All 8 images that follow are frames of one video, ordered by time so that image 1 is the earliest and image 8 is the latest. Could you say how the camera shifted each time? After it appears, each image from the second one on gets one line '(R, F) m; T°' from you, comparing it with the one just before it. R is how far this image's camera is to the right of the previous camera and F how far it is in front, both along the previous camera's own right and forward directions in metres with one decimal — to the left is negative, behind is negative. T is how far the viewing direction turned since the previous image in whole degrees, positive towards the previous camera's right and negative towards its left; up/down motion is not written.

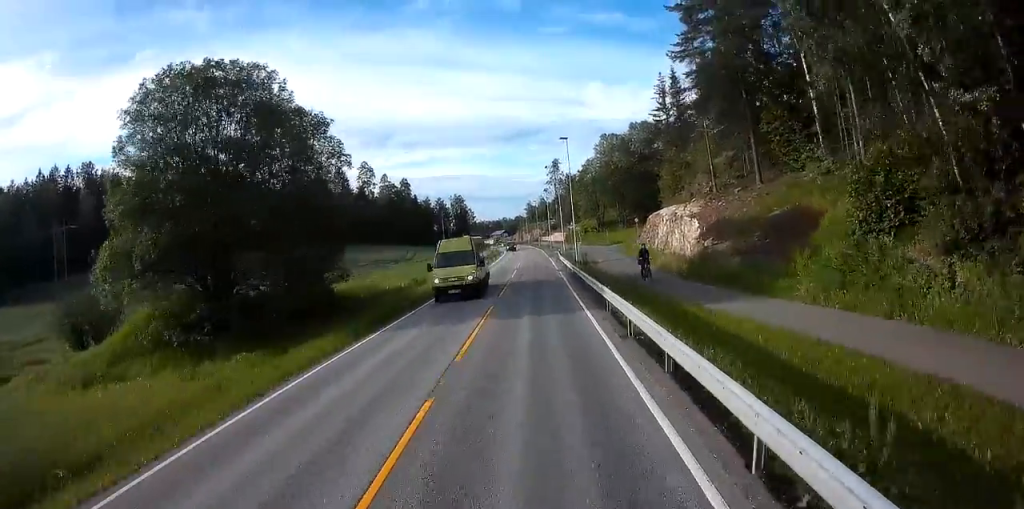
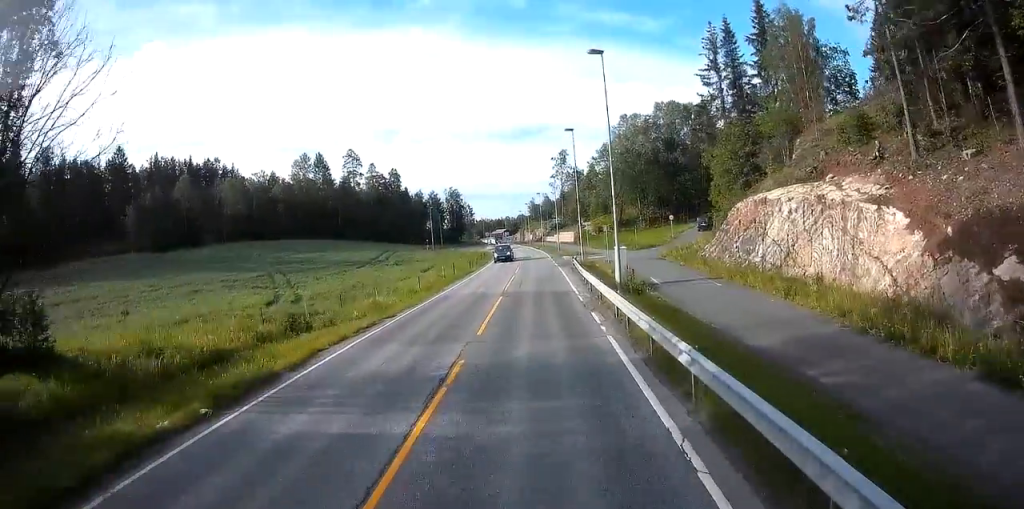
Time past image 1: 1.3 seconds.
(0.0, +21.4) m; -1°
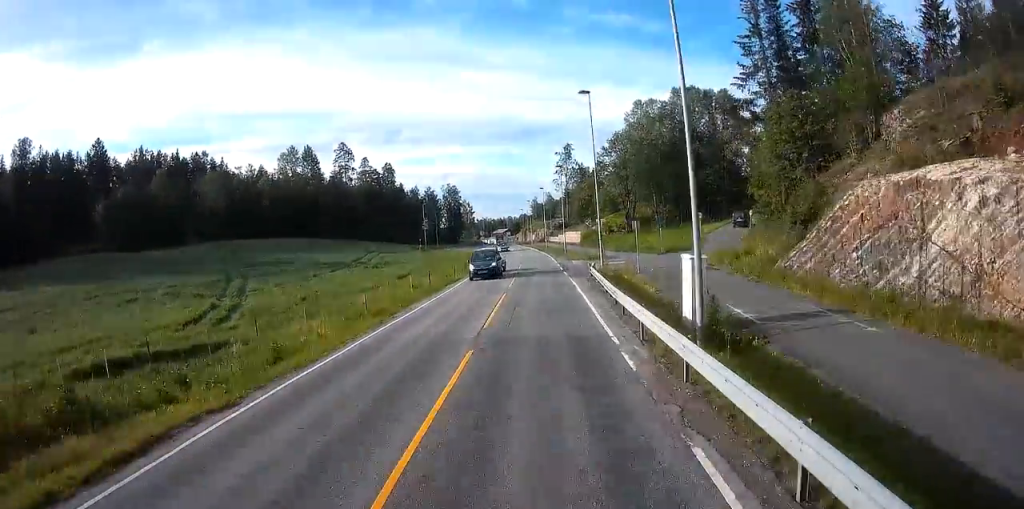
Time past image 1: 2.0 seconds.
(-0.1, +11.2) m; 0°
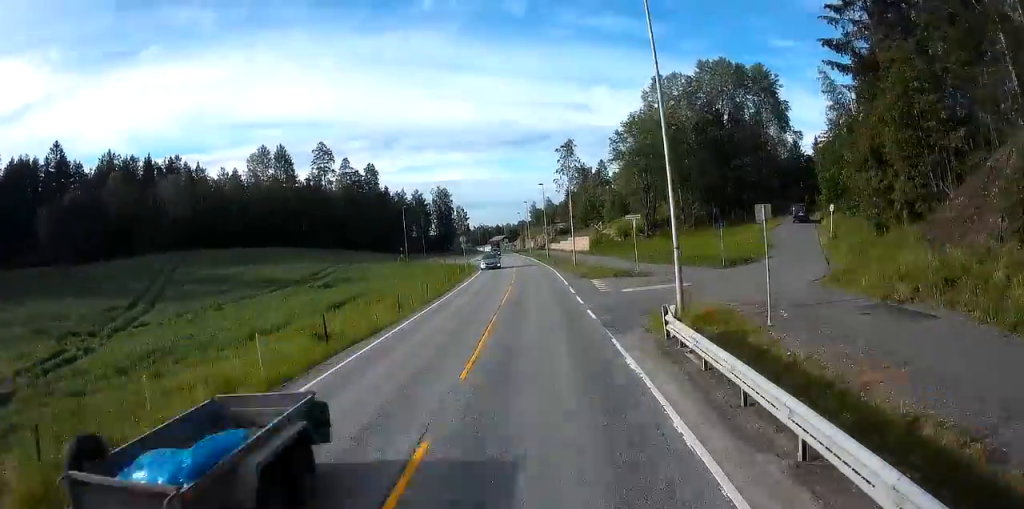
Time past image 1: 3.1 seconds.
(+0.1, +17.0) m; 0°
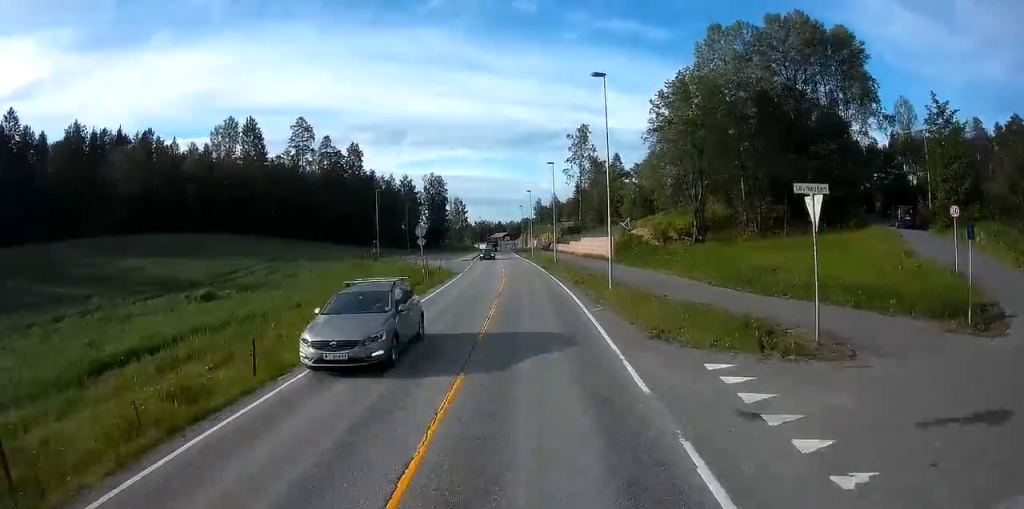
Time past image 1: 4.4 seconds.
(0.0, +20.7) m; 0°
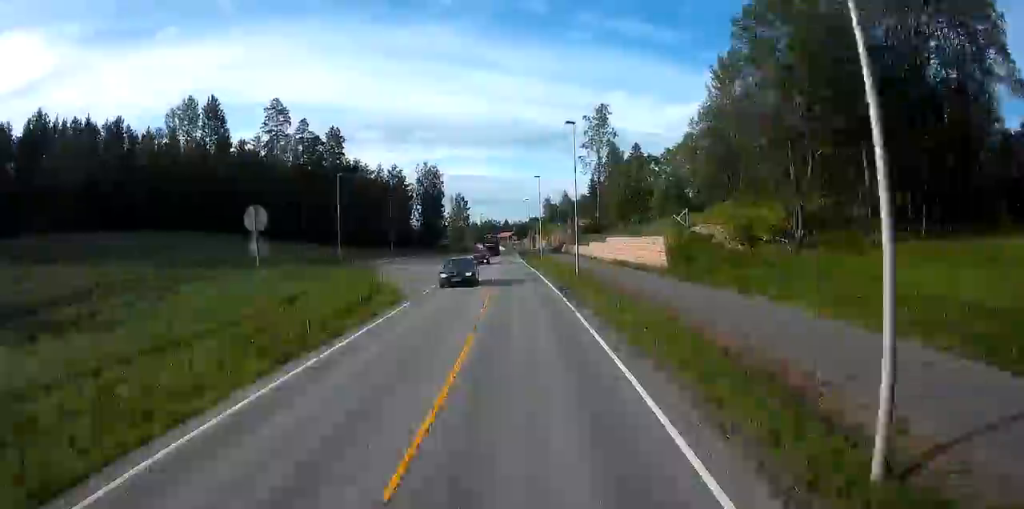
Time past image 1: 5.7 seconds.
(-0.3, +20.1) m; -2°
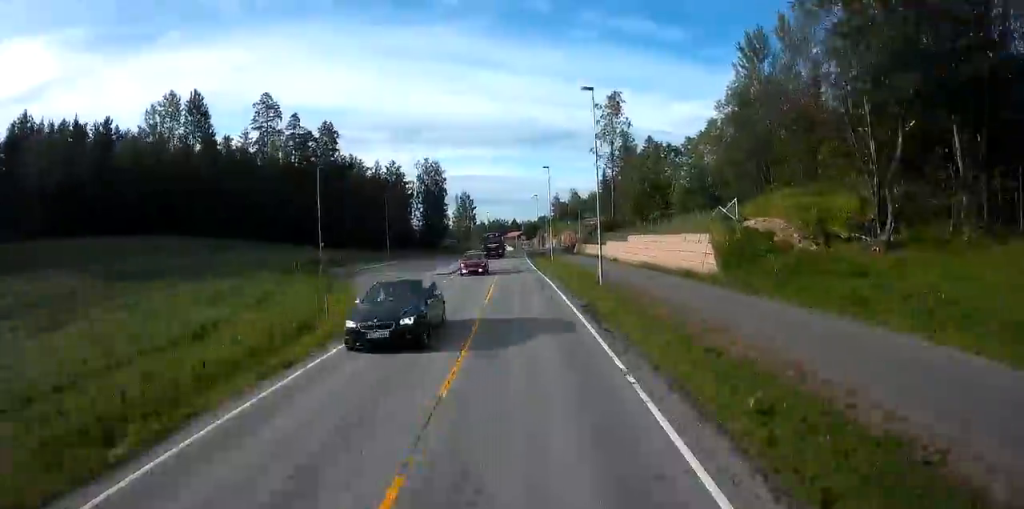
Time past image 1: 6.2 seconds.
(-0.1, +8.3) m; -1°
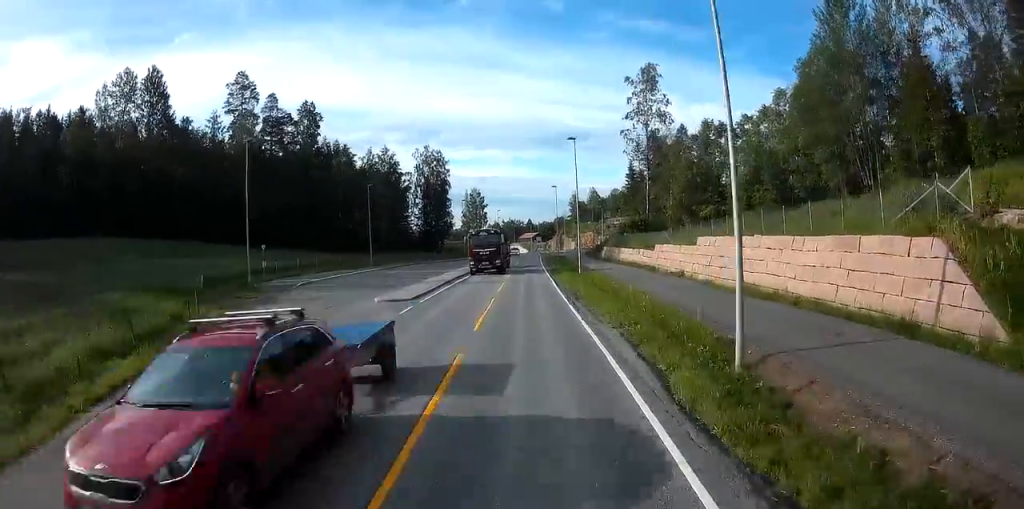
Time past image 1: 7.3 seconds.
(-0.1, +17.6) m; -1°
